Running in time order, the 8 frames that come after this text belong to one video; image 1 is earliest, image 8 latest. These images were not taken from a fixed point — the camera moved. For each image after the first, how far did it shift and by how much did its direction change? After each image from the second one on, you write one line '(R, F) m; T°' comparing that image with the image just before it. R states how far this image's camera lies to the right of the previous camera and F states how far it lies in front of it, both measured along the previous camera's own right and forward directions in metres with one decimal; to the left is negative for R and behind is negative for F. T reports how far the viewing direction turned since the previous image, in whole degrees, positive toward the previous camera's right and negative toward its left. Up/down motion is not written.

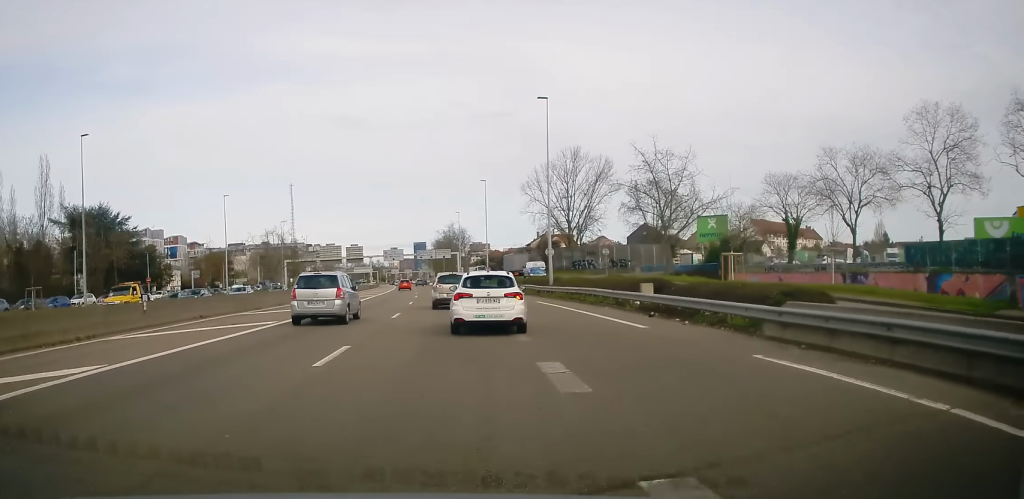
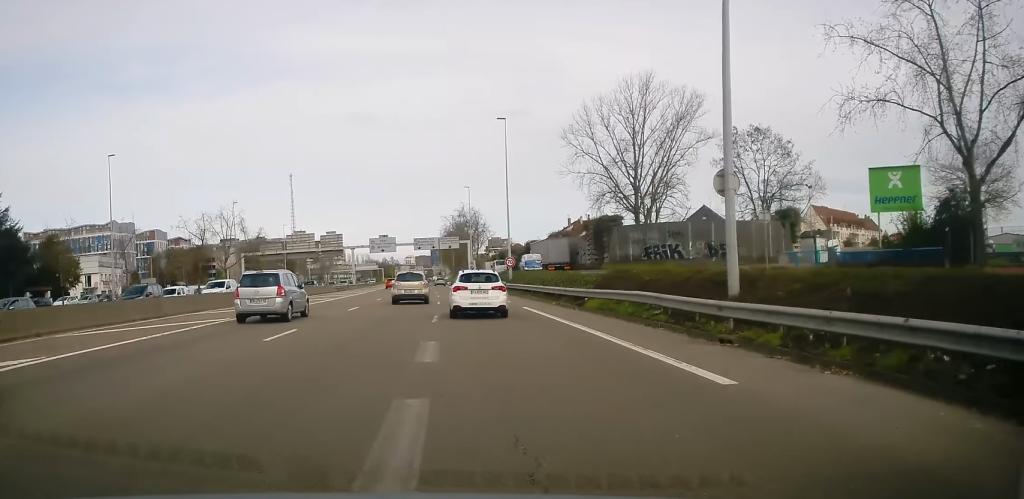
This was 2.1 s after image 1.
(-0.6, +35.7) m; -3°
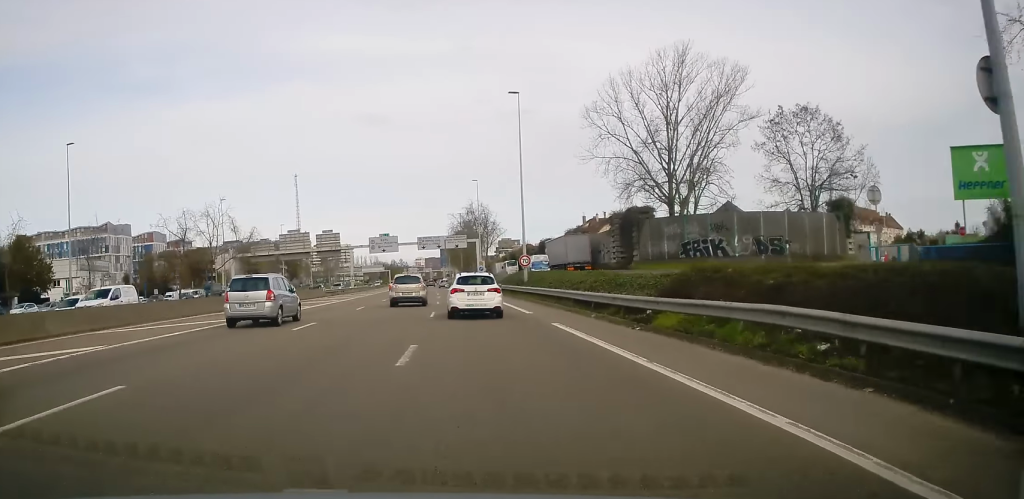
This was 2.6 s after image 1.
(-0.1, +9.0) m; -1°
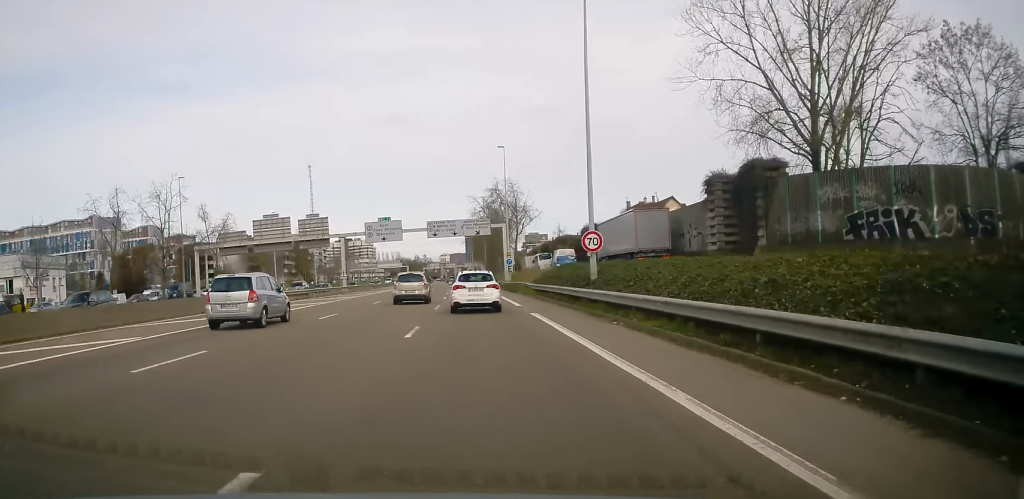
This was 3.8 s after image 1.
(-0.3, +21.9) m; -1°
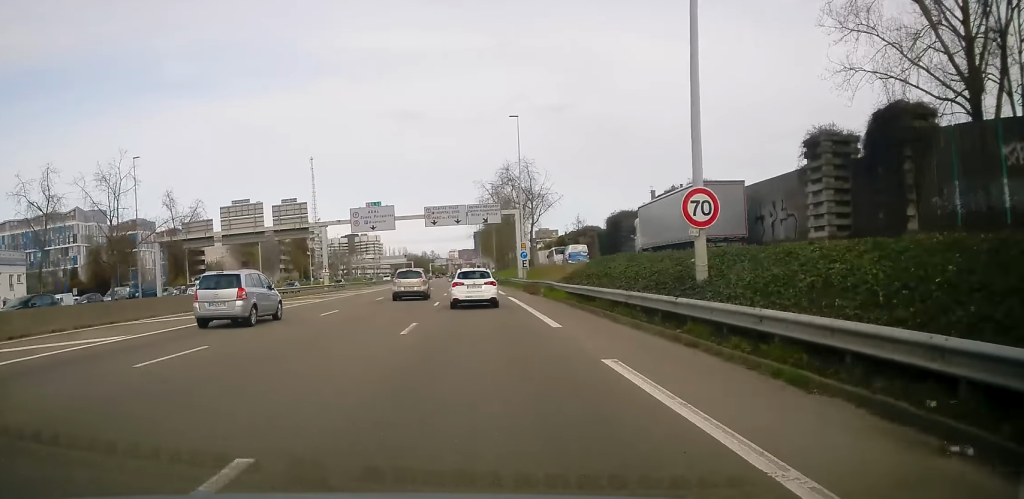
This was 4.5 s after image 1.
(-0.3, +12.8) m; 0°
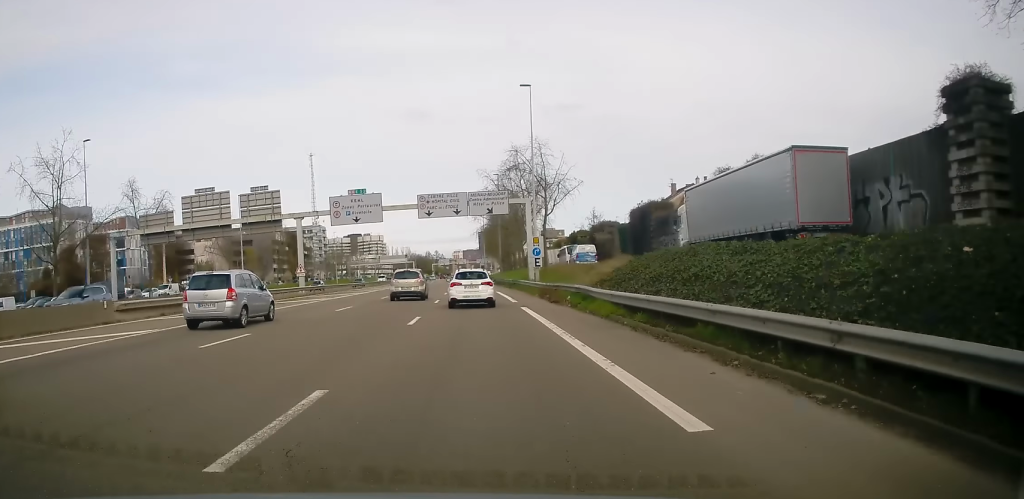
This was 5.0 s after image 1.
(+0.3, +10.3) m; -1°
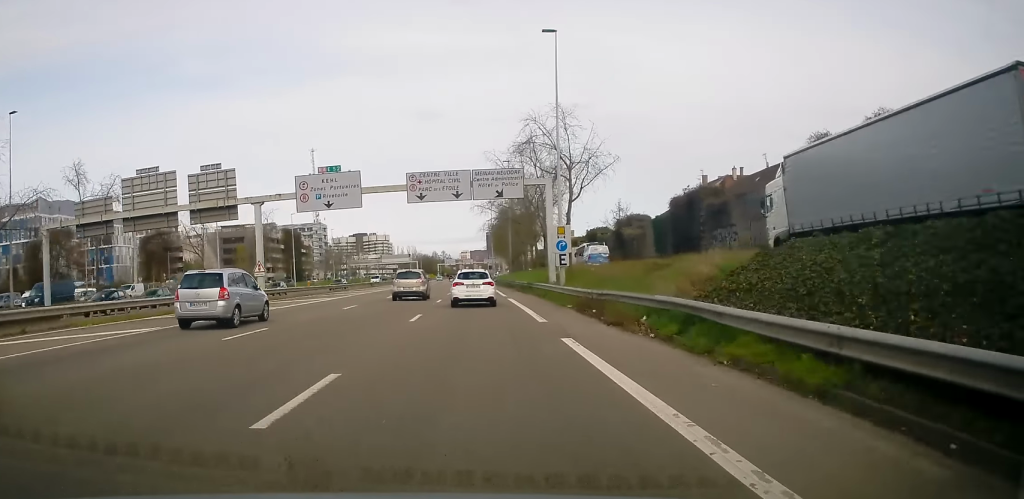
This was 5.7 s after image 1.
(-0.1, +12.1) m; -1°
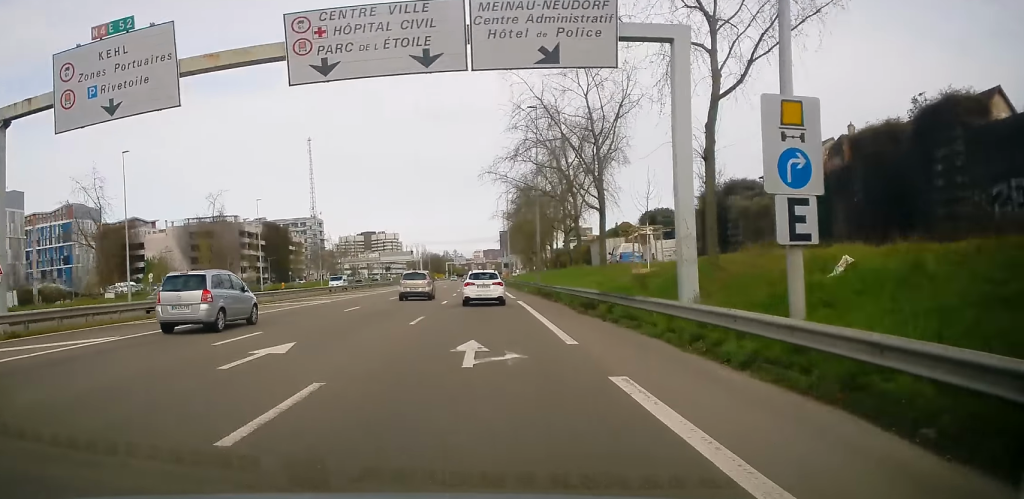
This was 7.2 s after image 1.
(-0.5, +27.0) m; 0°
